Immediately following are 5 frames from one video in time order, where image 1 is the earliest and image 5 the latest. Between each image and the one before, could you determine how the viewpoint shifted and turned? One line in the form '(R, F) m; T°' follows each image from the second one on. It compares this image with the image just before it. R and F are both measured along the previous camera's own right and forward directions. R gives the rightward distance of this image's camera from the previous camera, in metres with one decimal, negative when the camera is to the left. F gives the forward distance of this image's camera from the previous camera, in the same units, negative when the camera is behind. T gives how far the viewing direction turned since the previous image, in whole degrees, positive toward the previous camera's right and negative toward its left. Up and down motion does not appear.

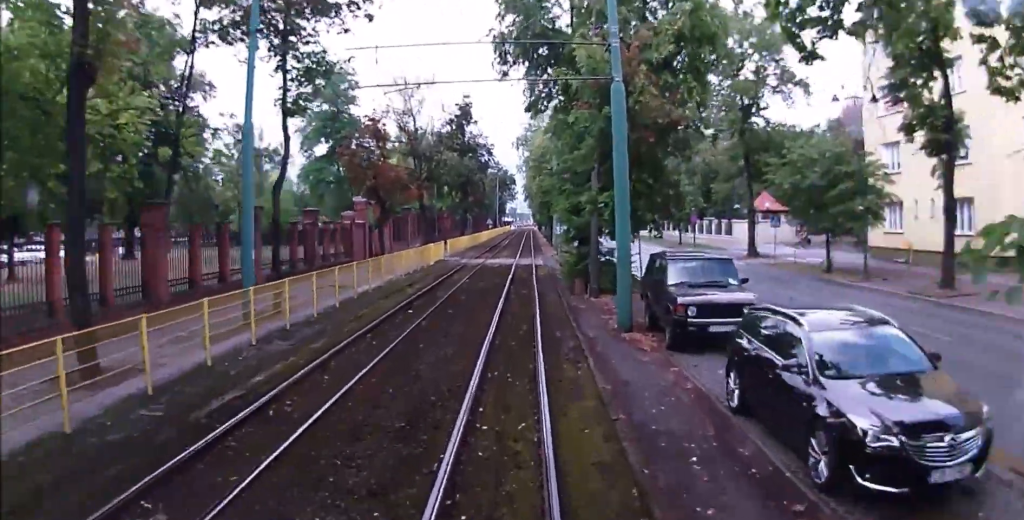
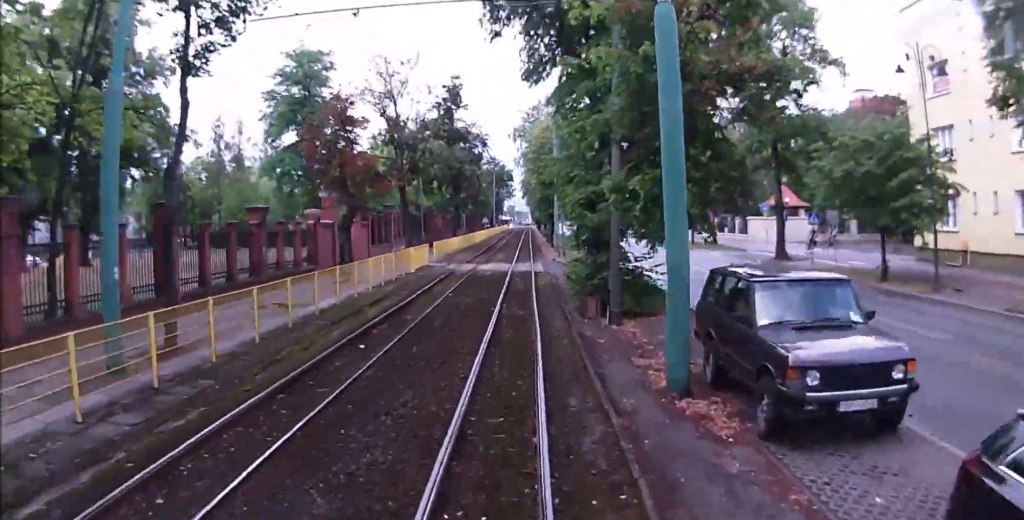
(0.0, +5.5) m; 0°
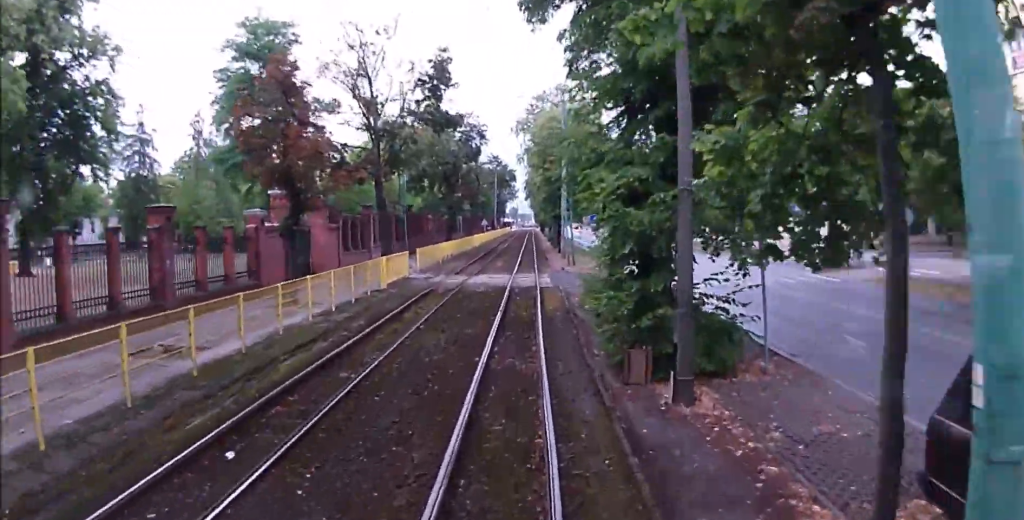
(-0.1, +6.7) m; 0°
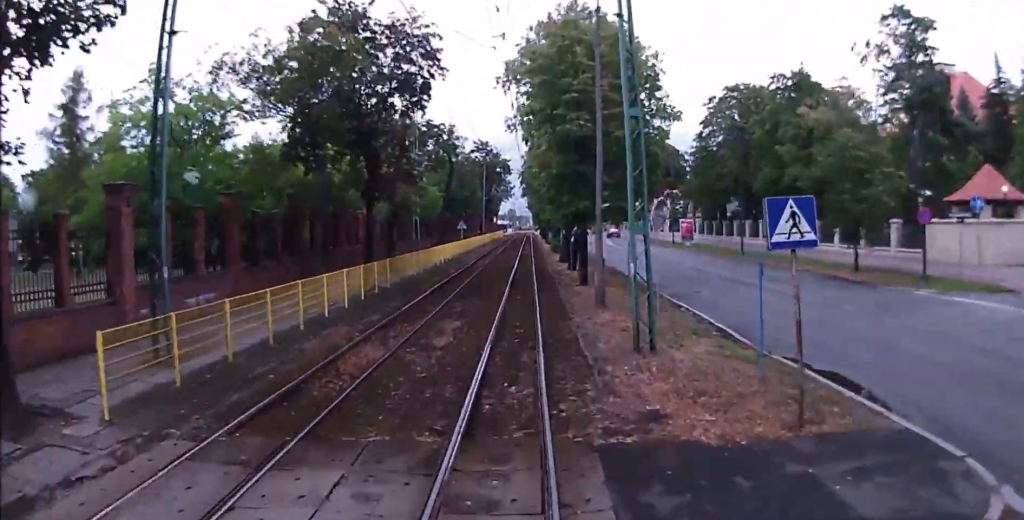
(0.0, +24.3) m; -1°
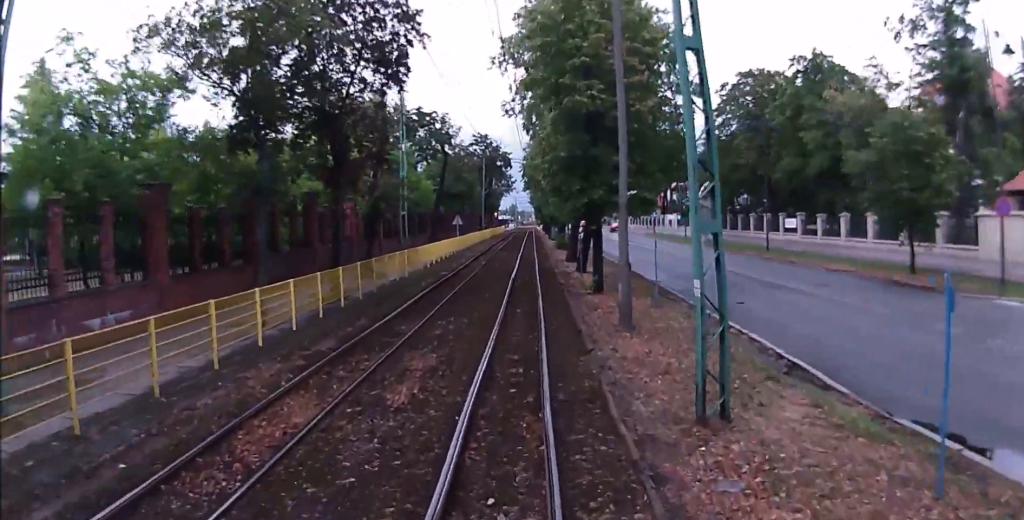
(+0.2, +4.8) m; -1°
